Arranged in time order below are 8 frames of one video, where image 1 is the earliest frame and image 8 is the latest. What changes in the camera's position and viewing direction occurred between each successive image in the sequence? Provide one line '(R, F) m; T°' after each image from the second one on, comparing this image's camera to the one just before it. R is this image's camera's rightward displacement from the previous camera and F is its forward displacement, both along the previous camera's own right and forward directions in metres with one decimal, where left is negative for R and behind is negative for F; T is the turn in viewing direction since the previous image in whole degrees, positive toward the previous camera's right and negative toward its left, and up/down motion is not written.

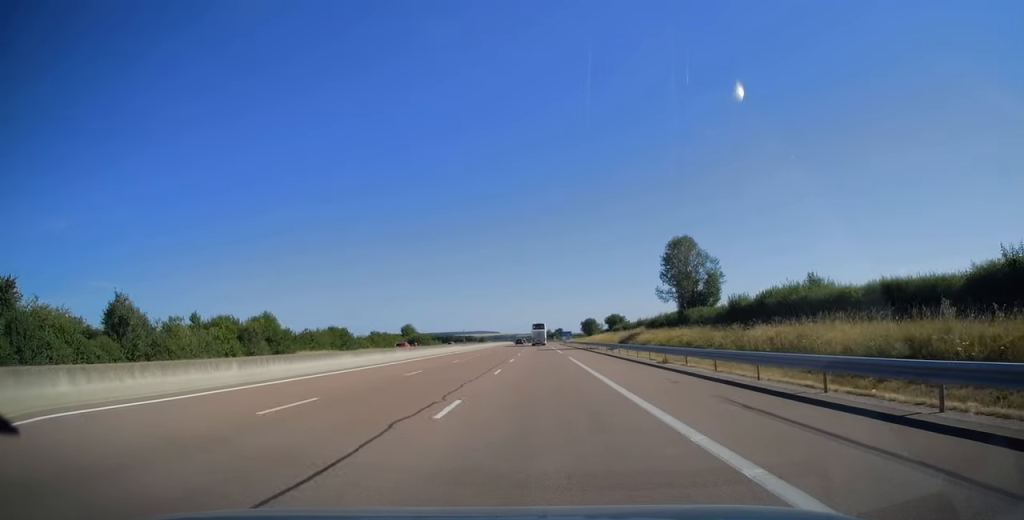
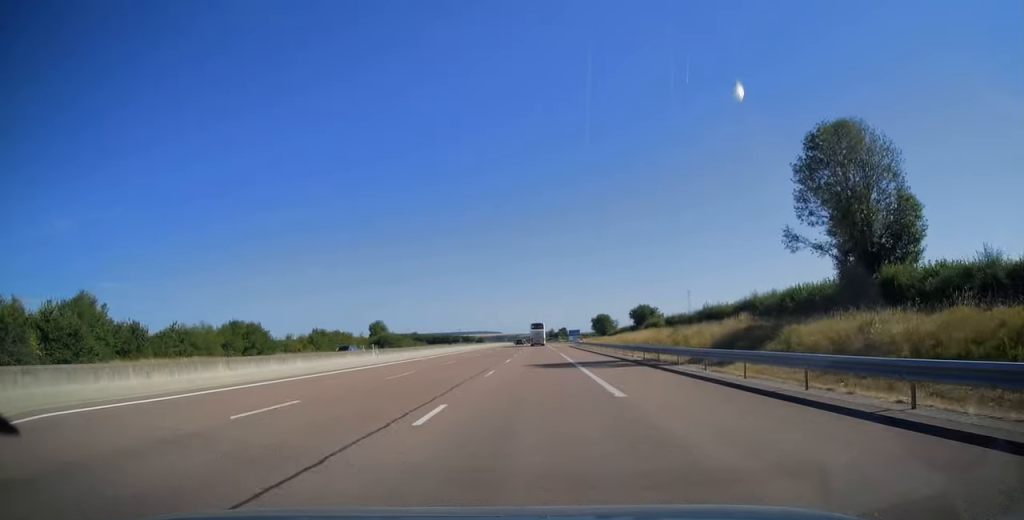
(-0.1, +39.5) m; 0°
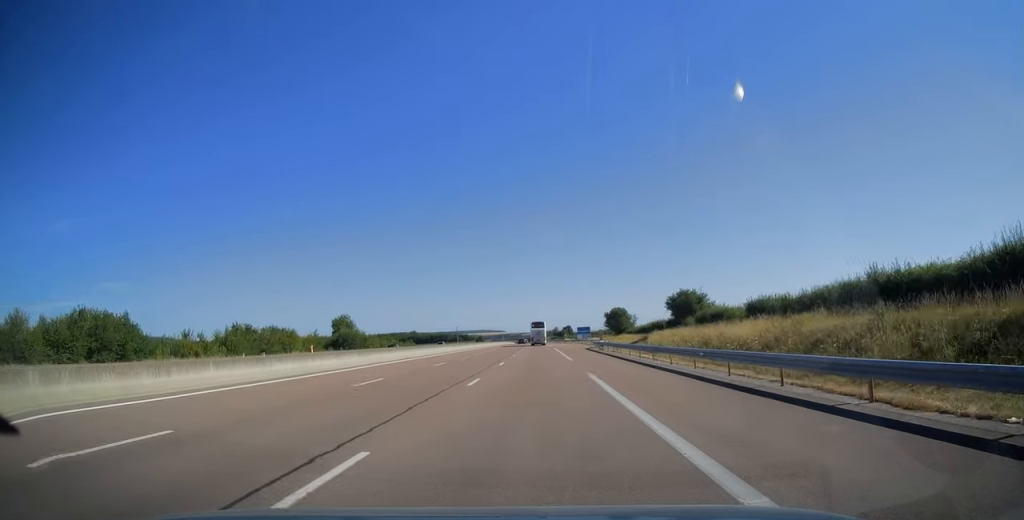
(0.0, +30.9) m; 0°
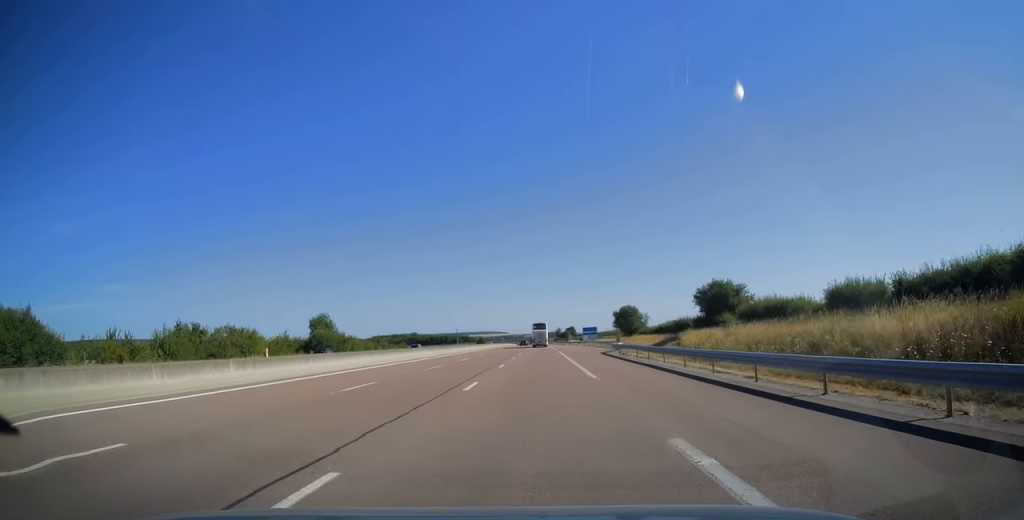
(0.0, +14.2) m; 0°
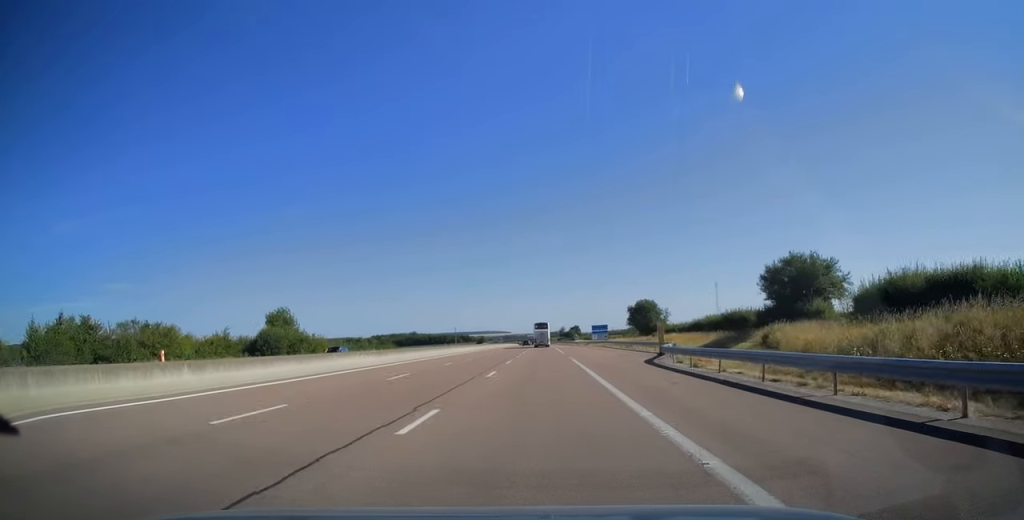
(-0.1, +20.2) m; 0°
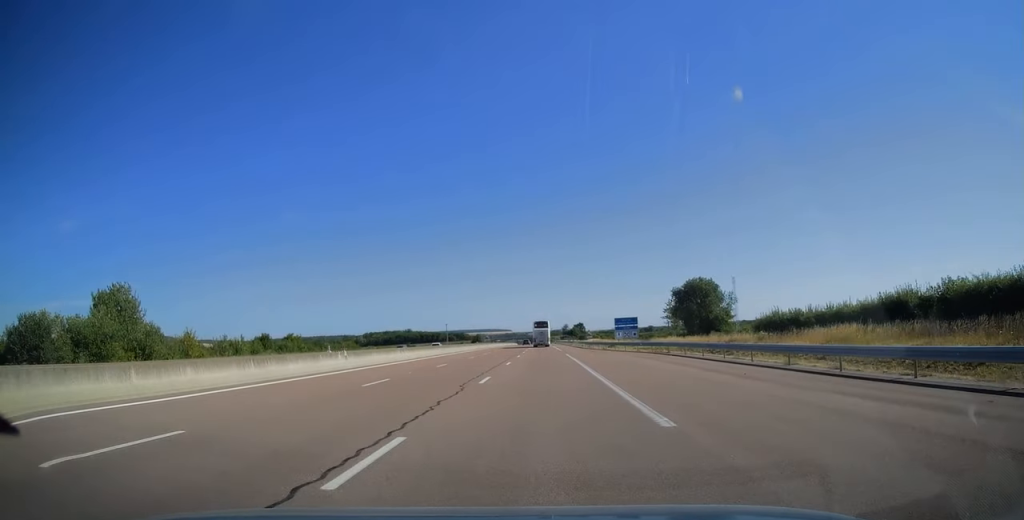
(-0.1, +41.9) m; 0°
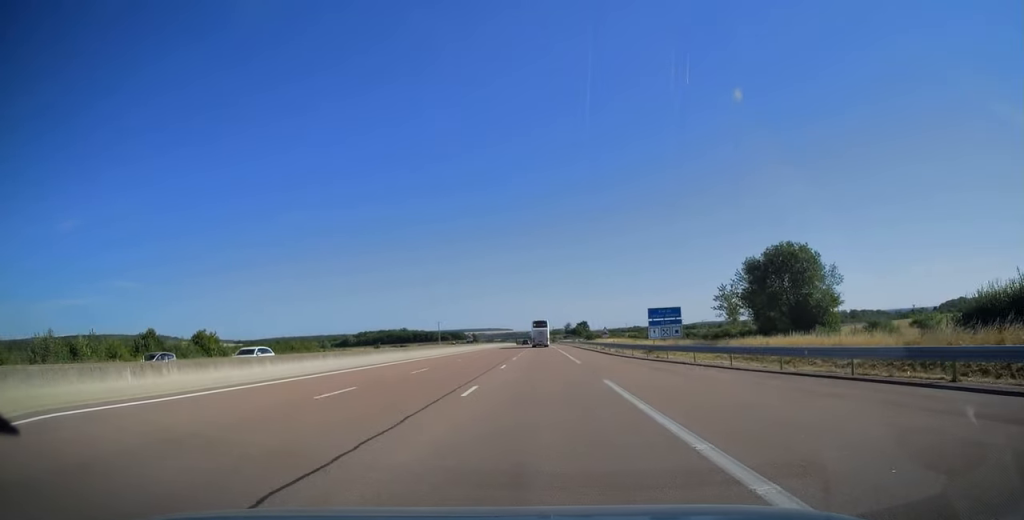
(-0.1, +29.8) m; 0°
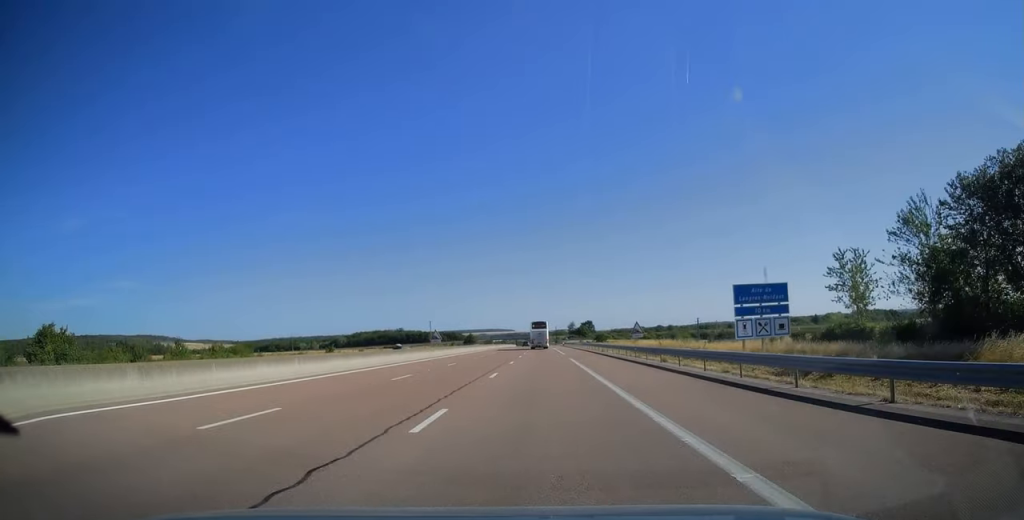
(-0.1, +29.4) m; 0°
